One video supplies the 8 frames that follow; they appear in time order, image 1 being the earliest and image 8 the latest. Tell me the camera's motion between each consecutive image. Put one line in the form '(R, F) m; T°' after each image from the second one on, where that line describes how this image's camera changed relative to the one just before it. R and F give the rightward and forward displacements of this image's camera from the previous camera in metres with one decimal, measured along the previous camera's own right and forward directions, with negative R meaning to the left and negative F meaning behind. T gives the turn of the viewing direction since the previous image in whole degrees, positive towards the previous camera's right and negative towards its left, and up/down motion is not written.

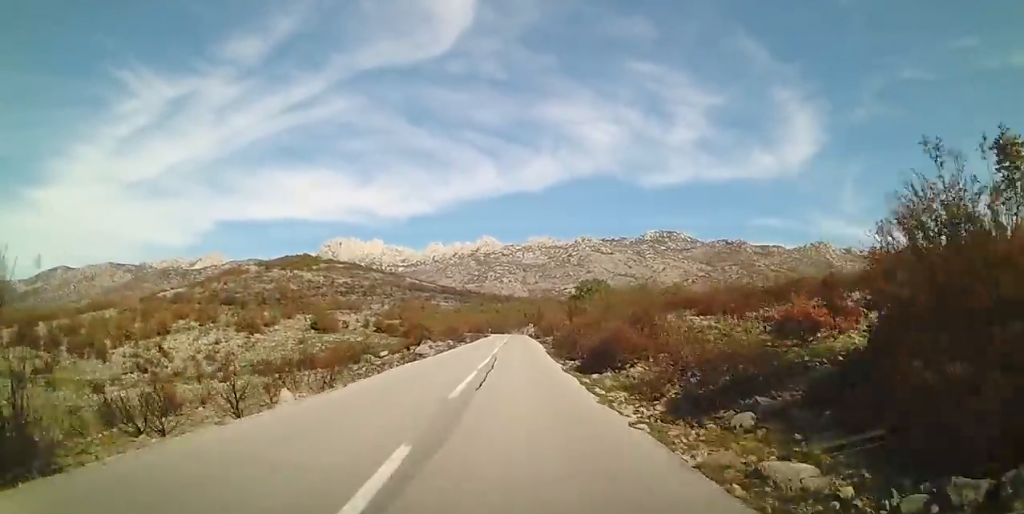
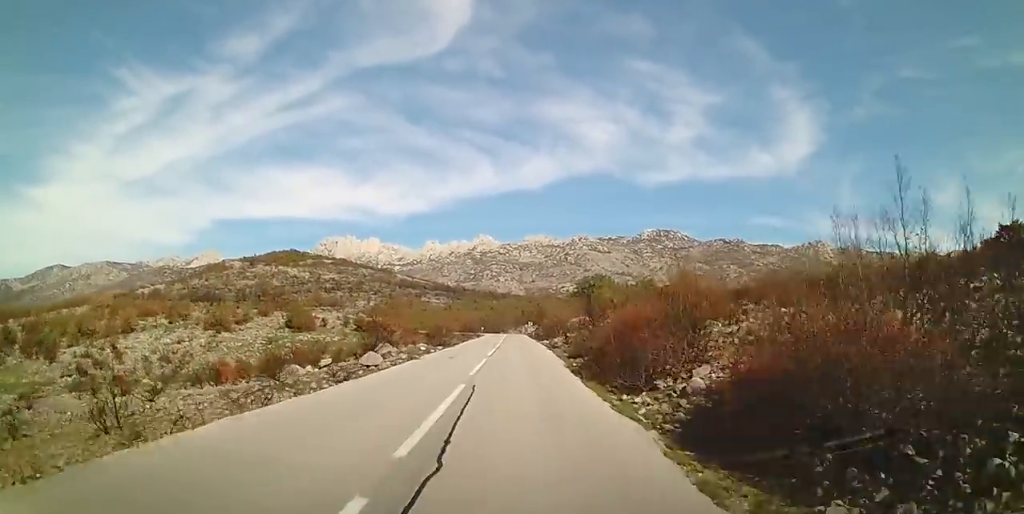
(0.0, +12.3) m; -1°
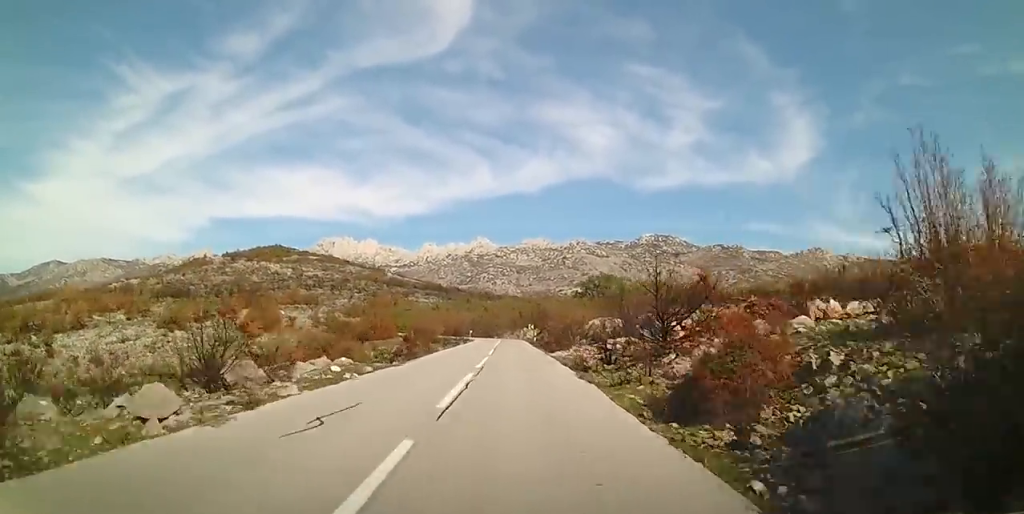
(-0.2, +14.8) m; 0°
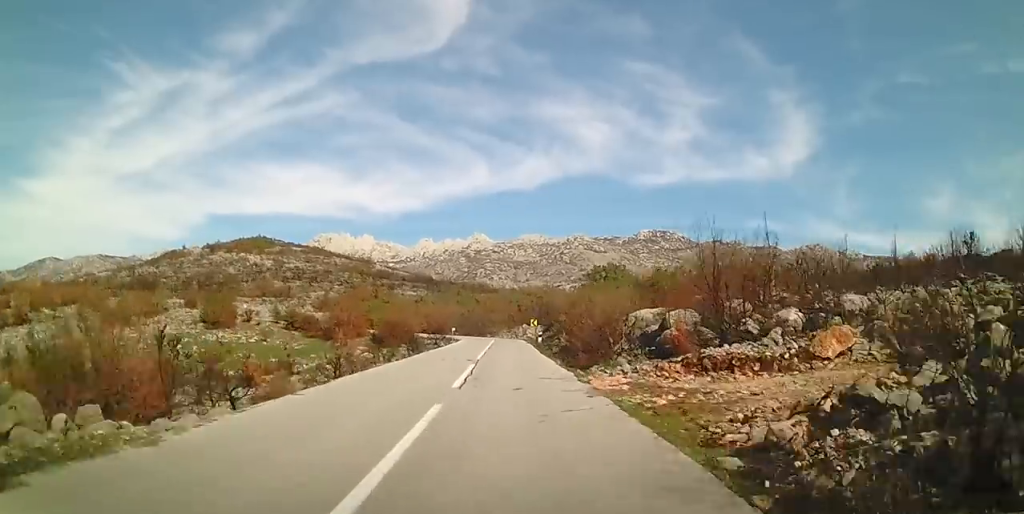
(-0.1, +15.3) m; 0°
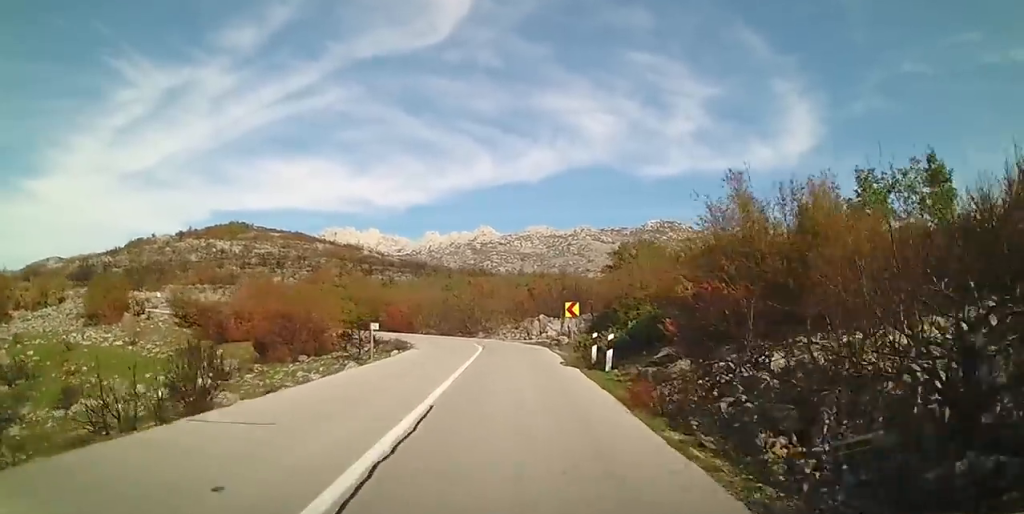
(+0.4, +27.3) m; +1°
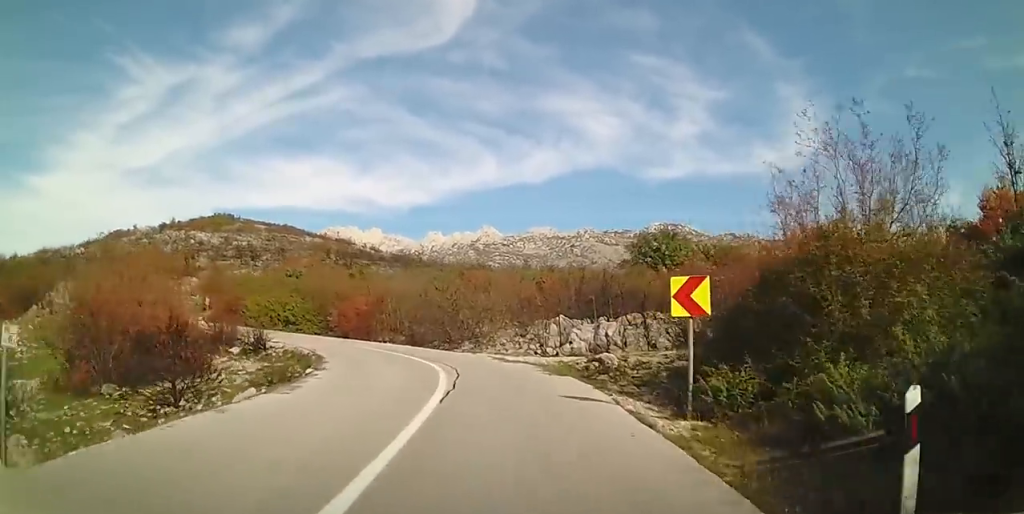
(+0.1, +13.2) m; -3°
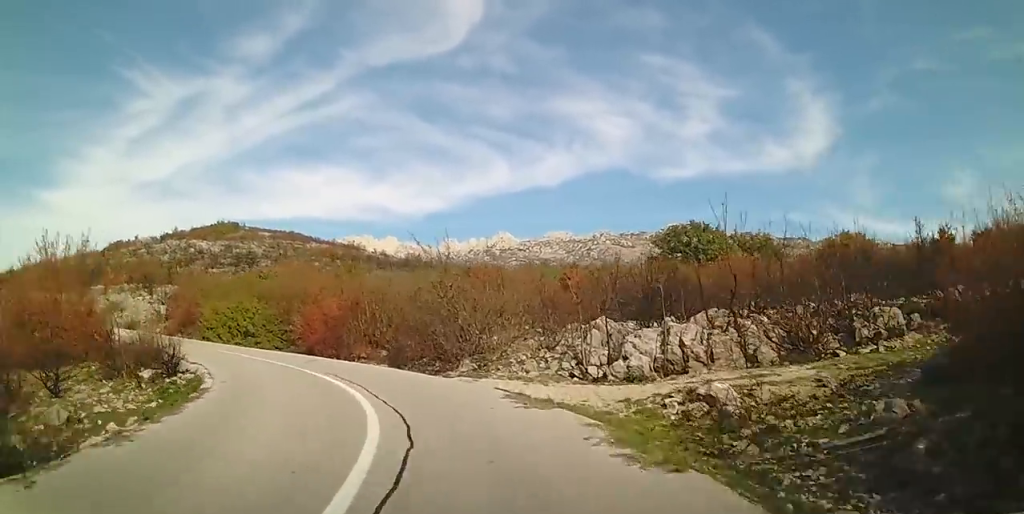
(-0.6, +8.1) m; -8°
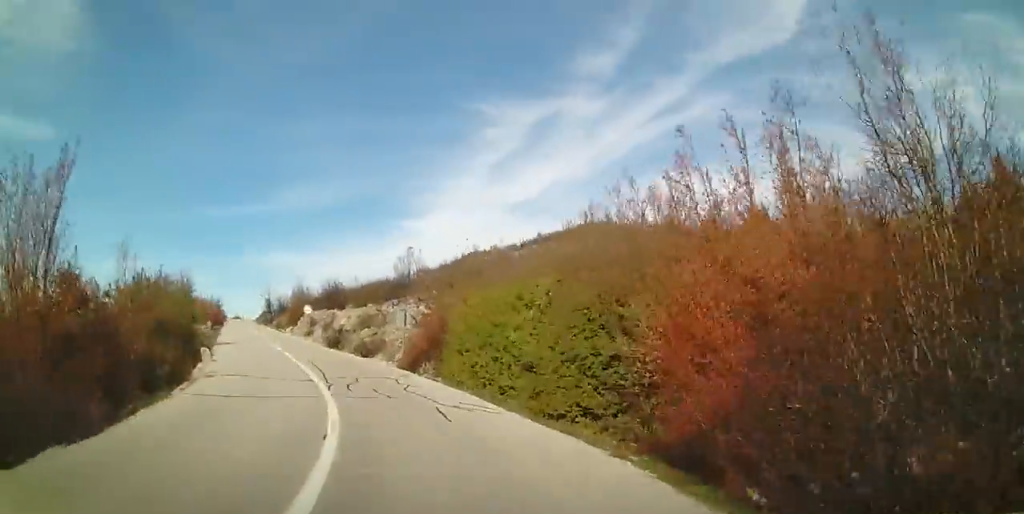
(-5.4, +17.9) m; -36°
